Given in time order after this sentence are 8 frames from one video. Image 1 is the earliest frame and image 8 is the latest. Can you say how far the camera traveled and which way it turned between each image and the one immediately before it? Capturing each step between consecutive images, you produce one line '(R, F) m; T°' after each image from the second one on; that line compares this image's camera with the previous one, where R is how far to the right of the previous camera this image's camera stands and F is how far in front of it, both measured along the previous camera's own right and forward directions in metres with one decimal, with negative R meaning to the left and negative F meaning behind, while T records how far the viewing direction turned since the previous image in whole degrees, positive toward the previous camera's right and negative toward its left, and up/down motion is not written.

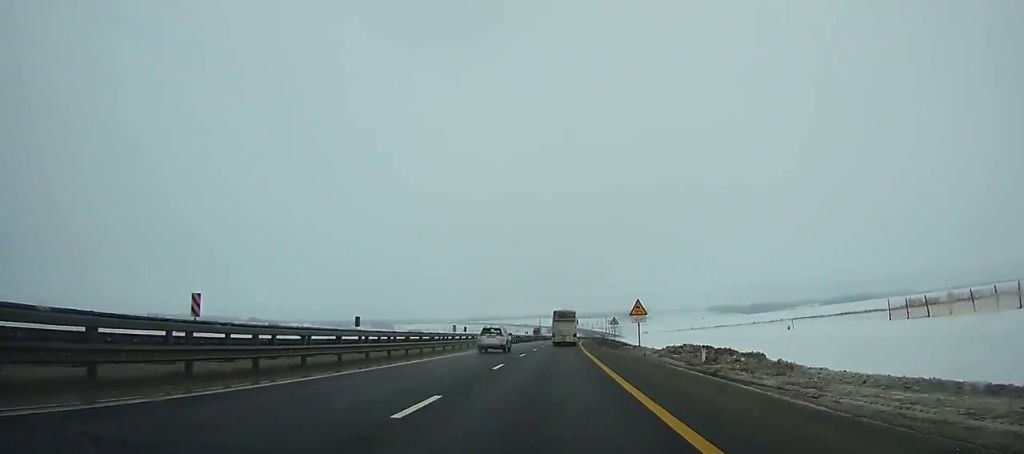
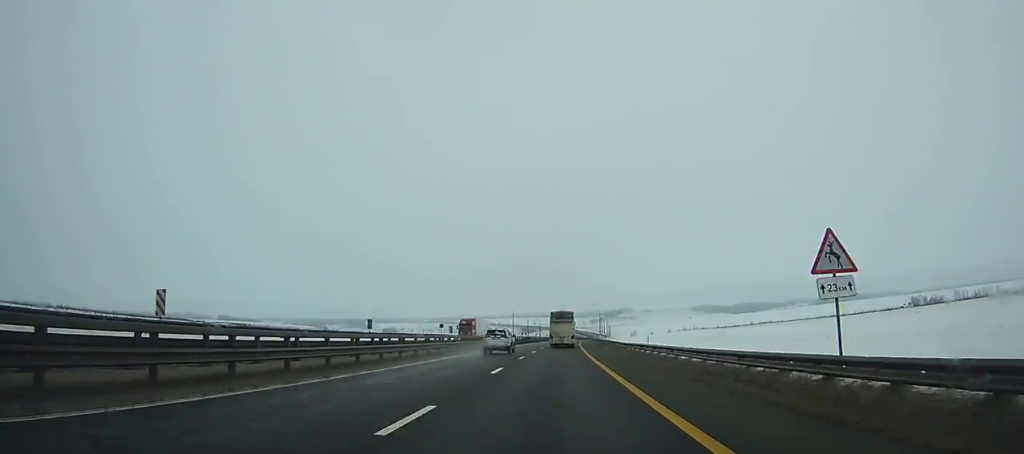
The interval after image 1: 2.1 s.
(+0.7, +62.1) m; +2°
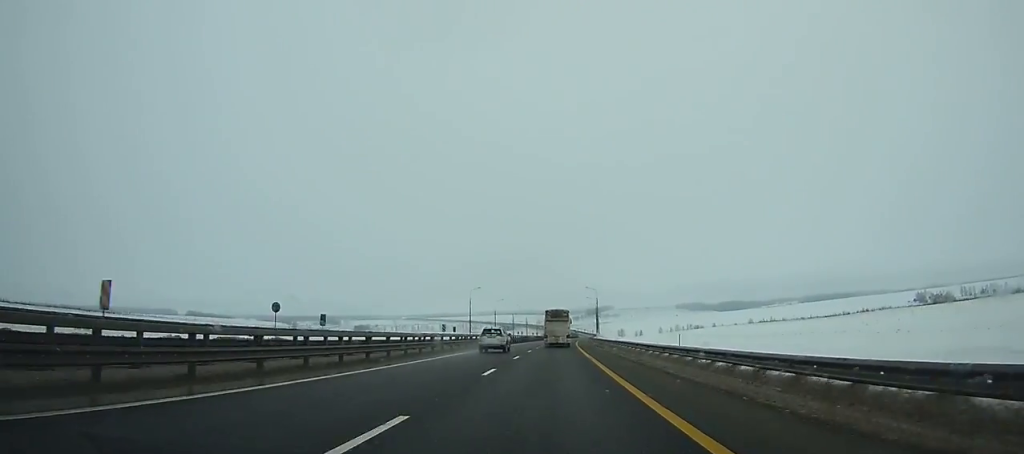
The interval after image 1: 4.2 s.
(+1.0, +62.1) m; +1°
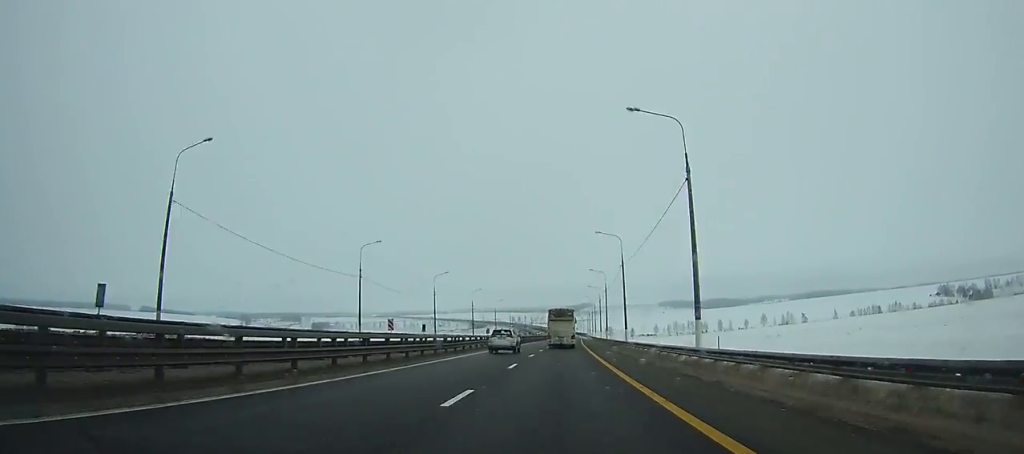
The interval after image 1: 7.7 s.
(+1.9, +104.5) m; +2°
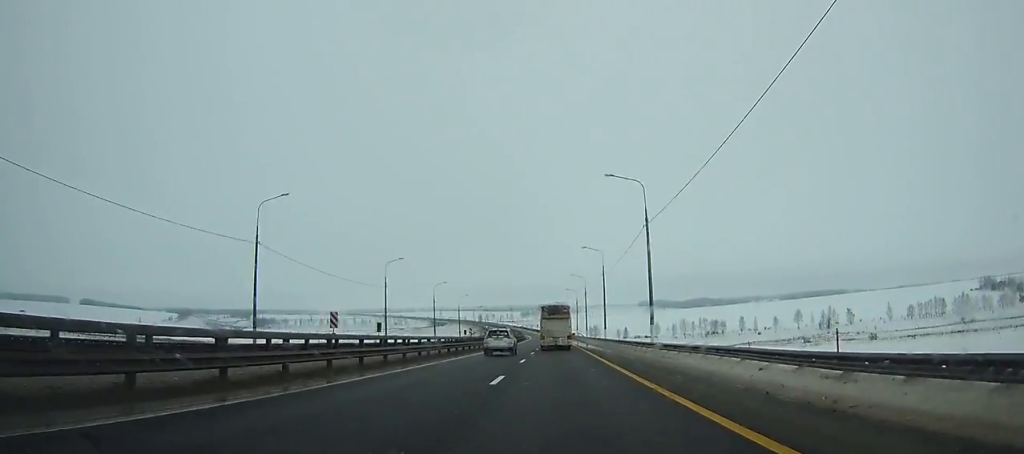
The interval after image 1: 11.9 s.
(+2.6, +126.9) m; +1°
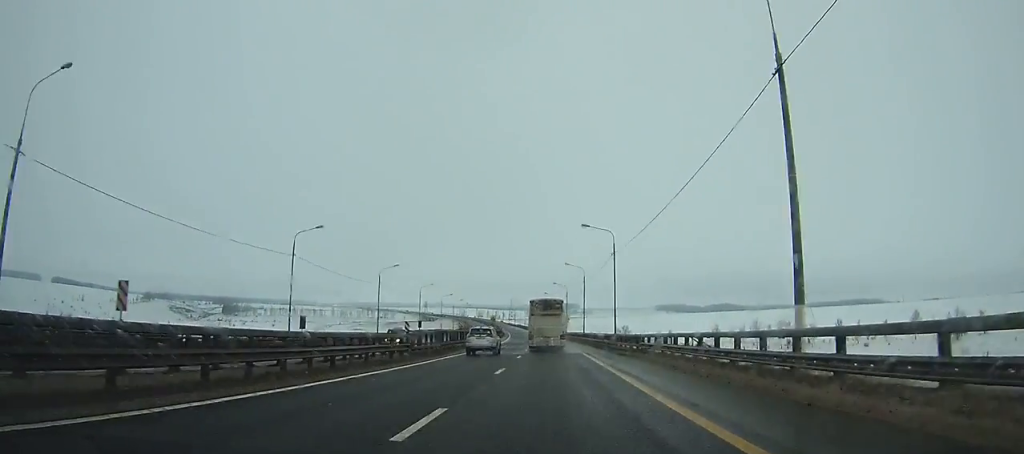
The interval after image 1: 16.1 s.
(-0.3, +126.5) m; -2°
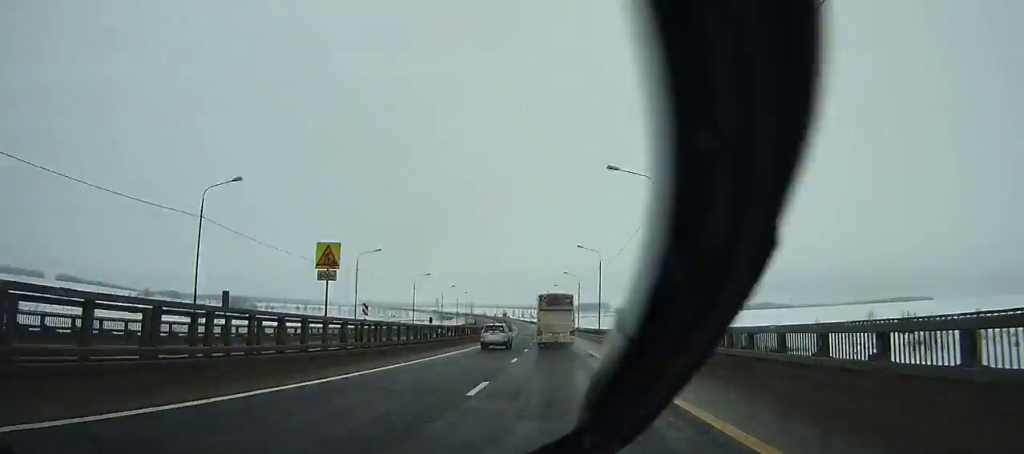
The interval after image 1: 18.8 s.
(-1.7, +80.3) m; -2°
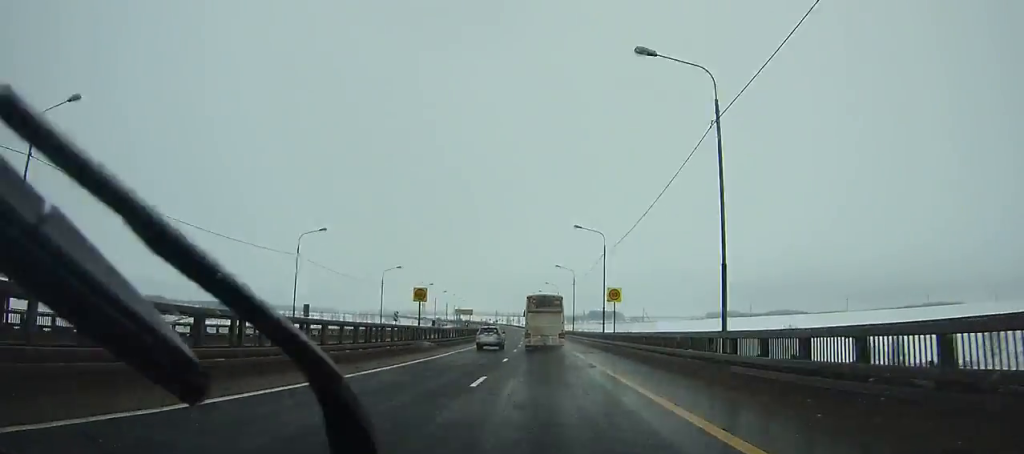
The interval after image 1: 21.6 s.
(-1.6, +82.6) m; -2°
